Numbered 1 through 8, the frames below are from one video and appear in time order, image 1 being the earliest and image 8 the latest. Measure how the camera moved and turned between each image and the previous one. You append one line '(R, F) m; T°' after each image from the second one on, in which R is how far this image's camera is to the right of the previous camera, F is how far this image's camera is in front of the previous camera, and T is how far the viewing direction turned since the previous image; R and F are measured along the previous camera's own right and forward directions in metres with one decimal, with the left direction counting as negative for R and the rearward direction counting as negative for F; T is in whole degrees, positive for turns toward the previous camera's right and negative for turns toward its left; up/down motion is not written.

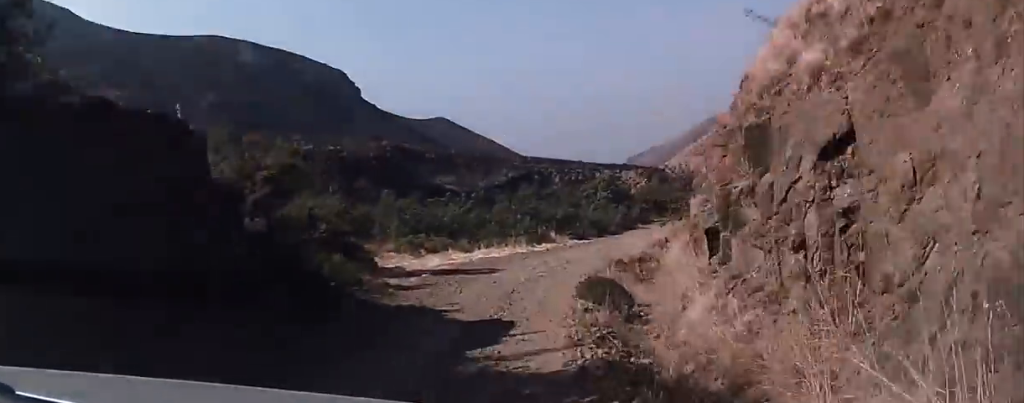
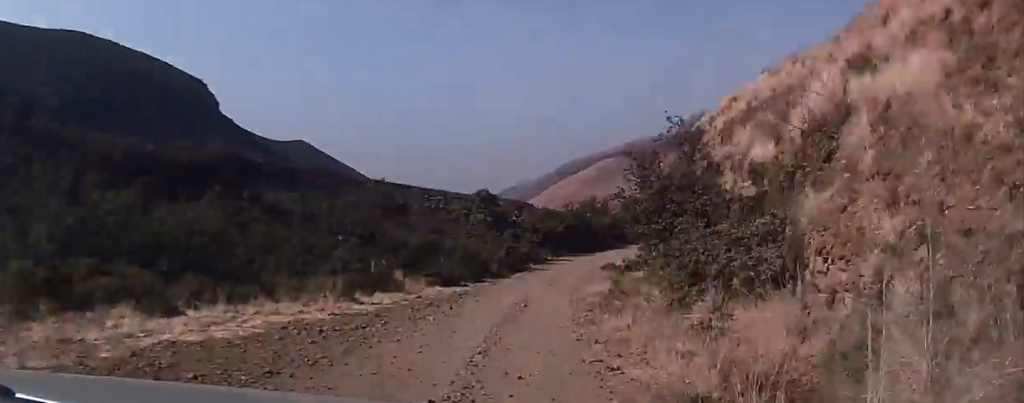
(-0.1, +26.3) m; +8°
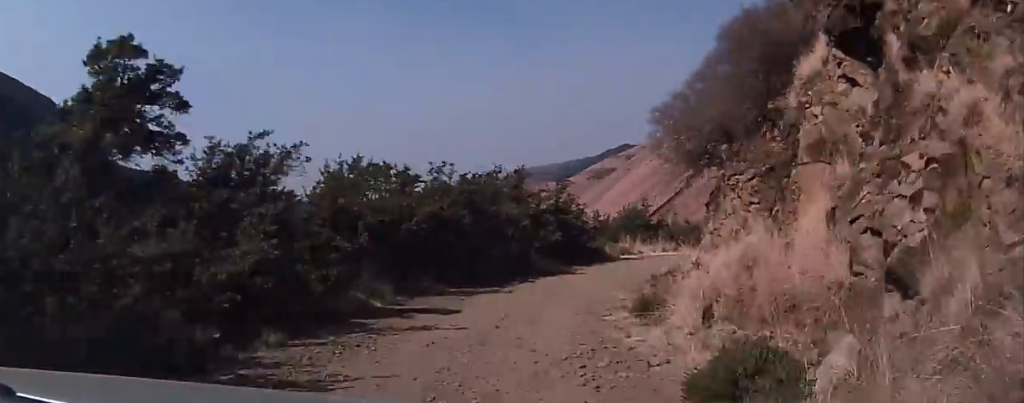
(+3.6, +34.0) m; +9°
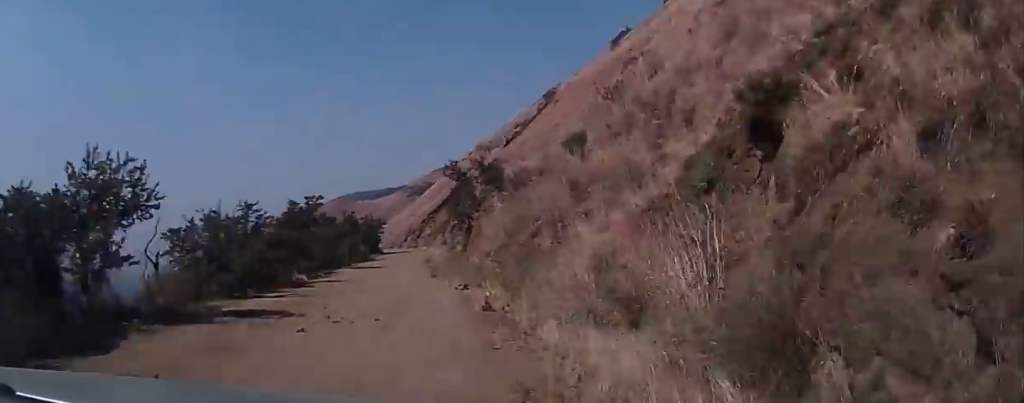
(+12.2, +112.8) m; 0°
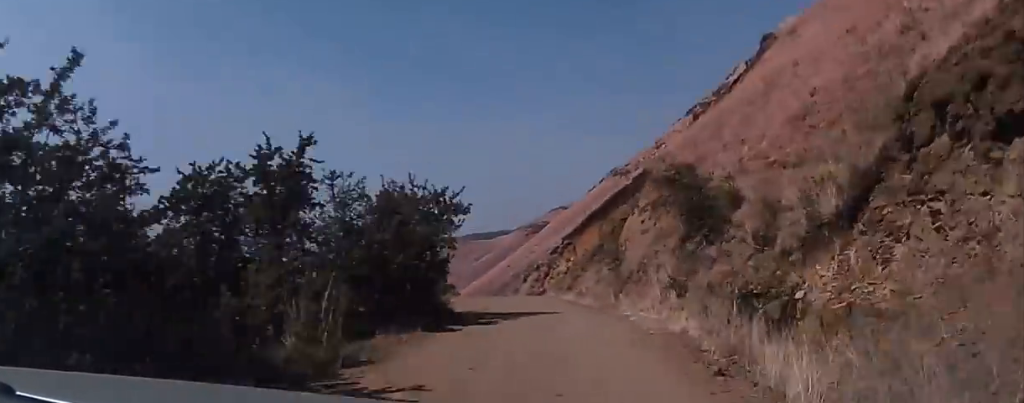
(-3.6, +50.7) m; -7°
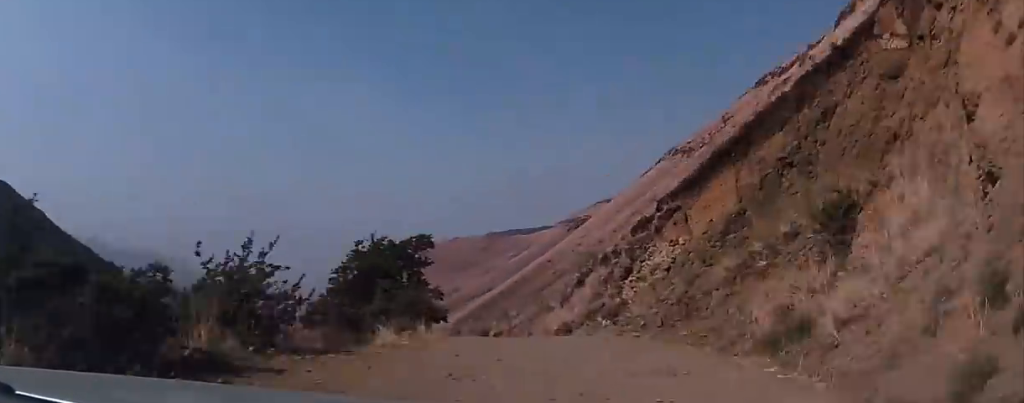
(-1.4, +37.8) m; -6°
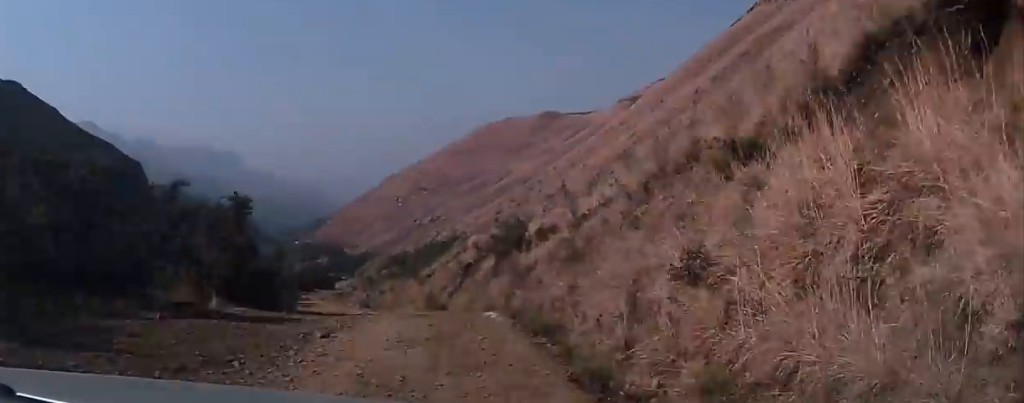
(+0.1, +37.3) m; -8°
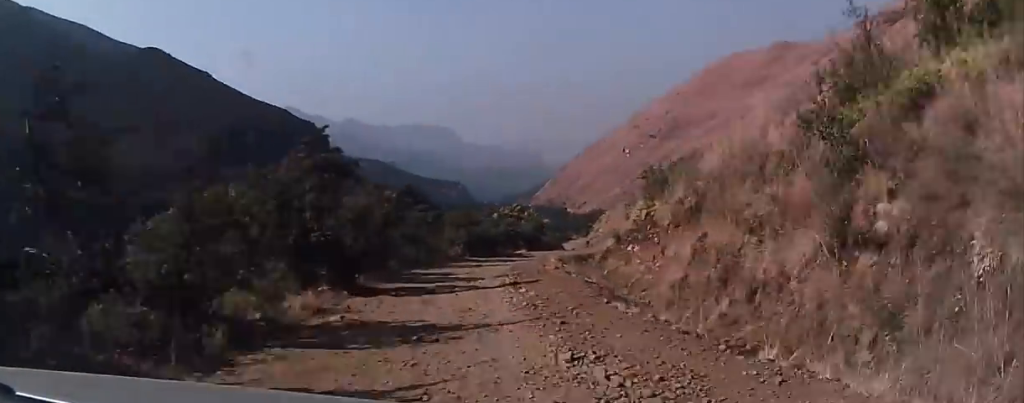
(-15.2, +77.5) m; -7°
